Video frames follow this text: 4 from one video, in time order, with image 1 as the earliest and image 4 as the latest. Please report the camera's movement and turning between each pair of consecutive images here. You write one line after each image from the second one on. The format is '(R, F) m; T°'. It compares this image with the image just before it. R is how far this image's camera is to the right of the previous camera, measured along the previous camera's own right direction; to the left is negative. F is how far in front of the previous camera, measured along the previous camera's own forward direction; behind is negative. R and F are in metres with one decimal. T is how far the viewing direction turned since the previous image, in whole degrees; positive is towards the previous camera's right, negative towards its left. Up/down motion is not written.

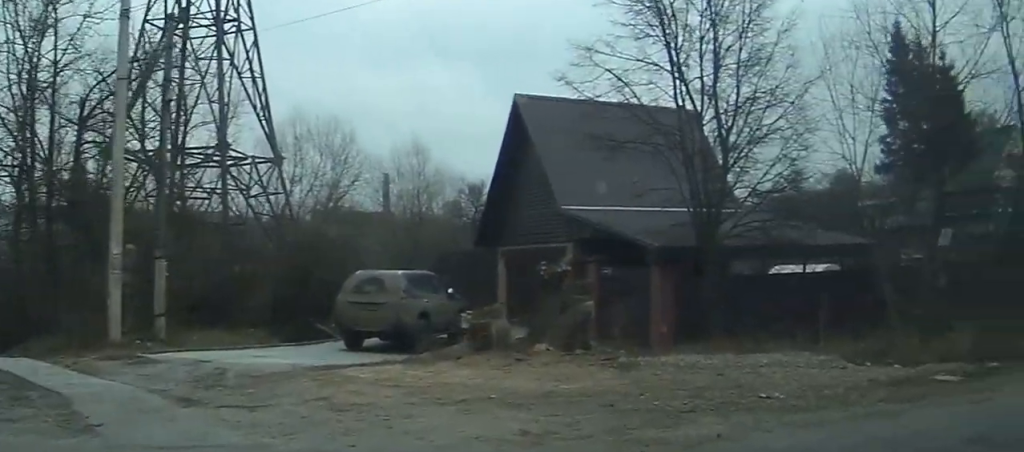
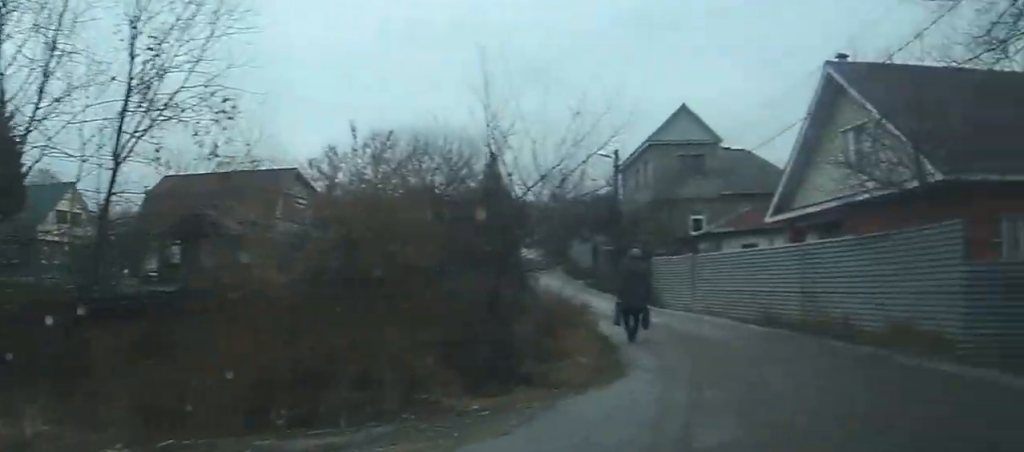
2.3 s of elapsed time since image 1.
(+2.5, +8.6) m; +70°
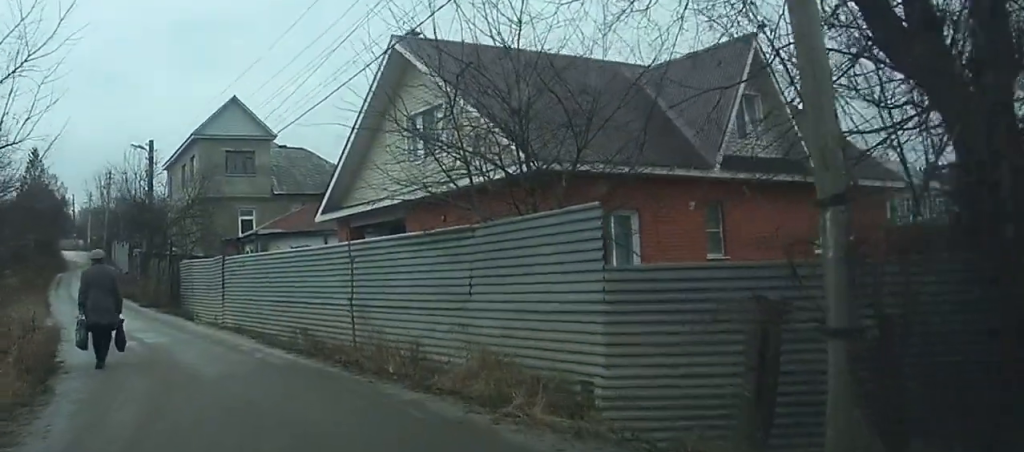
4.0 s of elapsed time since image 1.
(+4.0, +4.0) m; +40°
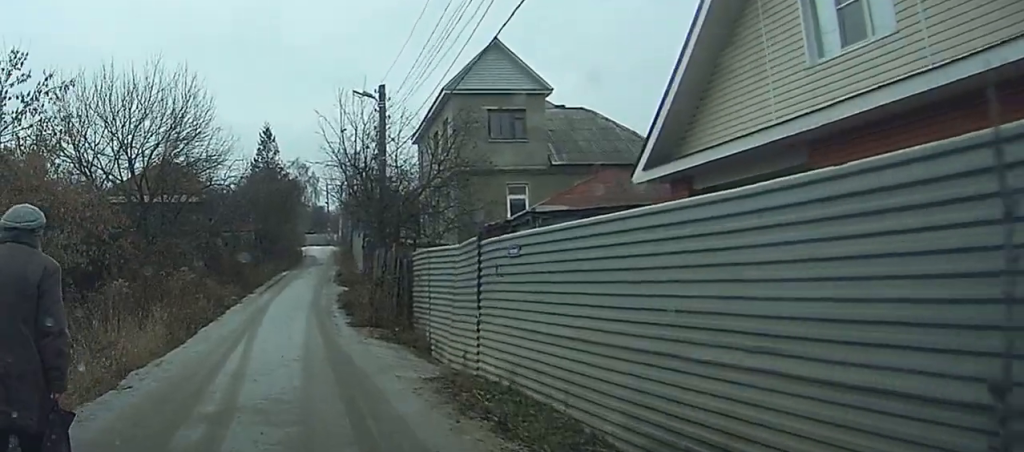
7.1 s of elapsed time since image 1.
(-0.4, +9.5) m; -5°
